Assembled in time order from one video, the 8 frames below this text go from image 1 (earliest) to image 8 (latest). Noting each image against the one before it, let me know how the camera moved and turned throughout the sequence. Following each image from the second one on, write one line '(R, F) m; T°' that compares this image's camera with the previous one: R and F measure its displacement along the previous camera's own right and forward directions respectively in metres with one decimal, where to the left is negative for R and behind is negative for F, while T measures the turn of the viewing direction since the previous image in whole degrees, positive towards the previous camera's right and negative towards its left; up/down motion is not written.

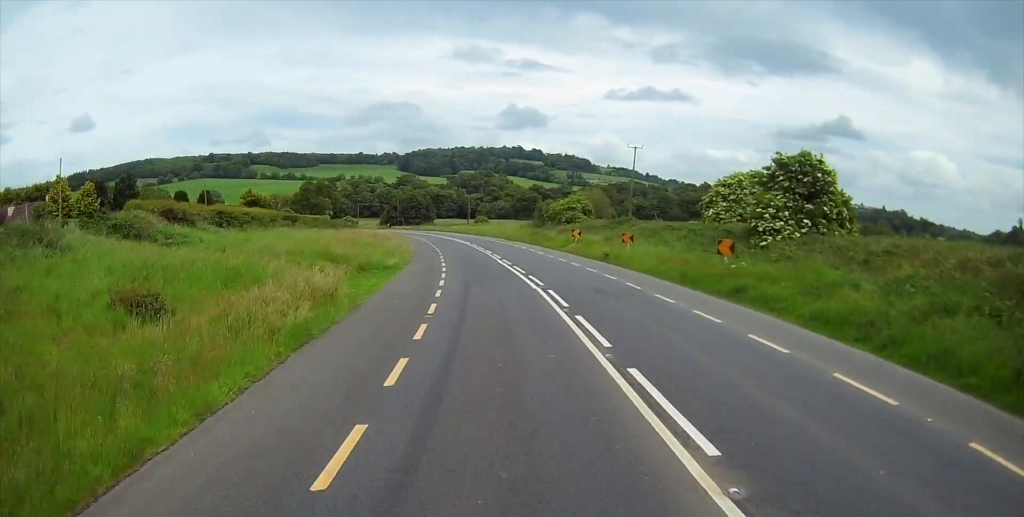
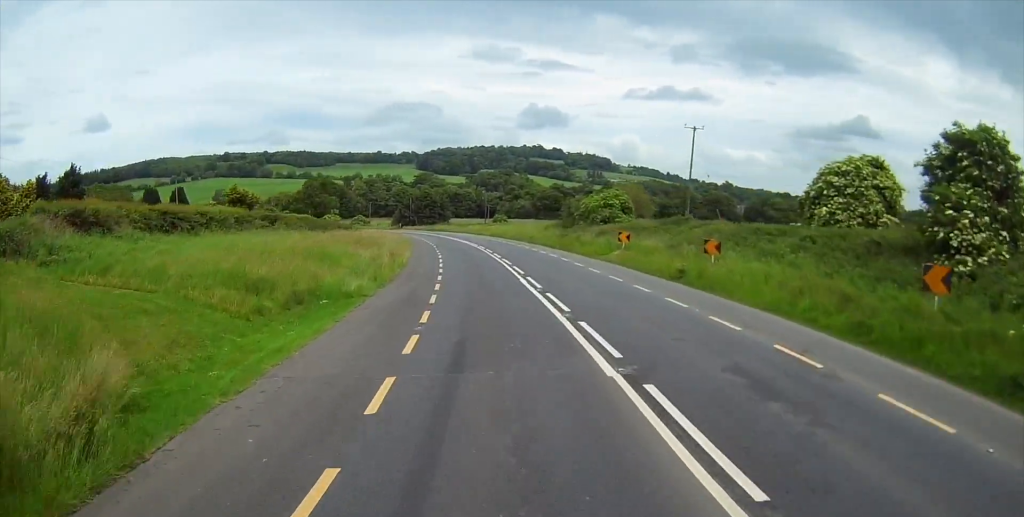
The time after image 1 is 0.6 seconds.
(-0.2, +13.3) m; -1°
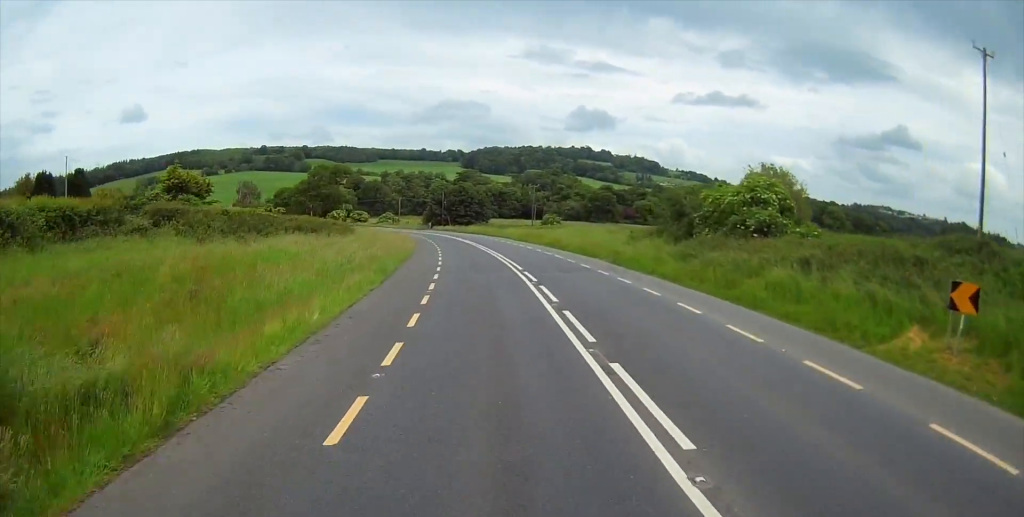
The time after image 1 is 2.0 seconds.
(-0.5, +29.2) m; -3°
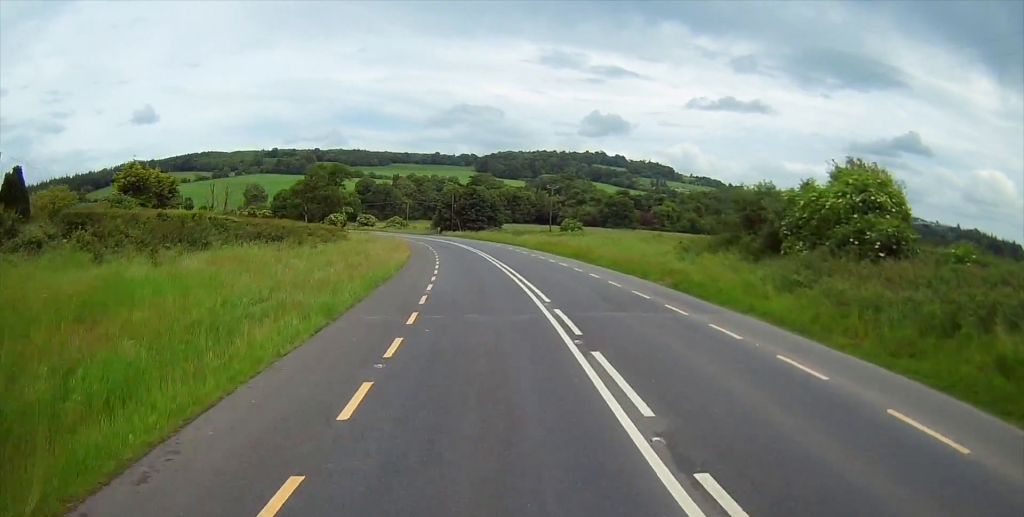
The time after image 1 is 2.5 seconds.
(-0.1, +10.9) m; -2°
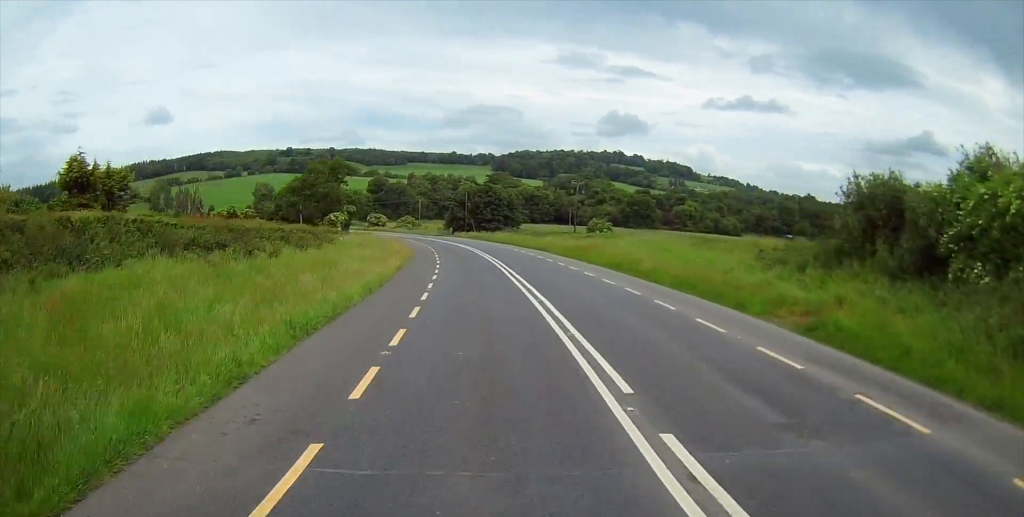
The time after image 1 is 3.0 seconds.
(-0.3, +11.0) m; -2°
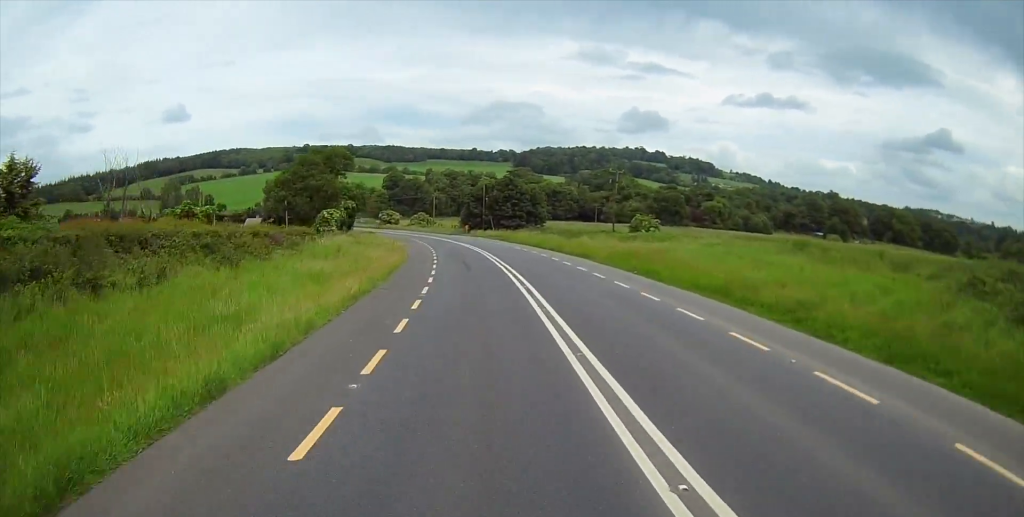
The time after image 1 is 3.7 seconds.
(-0.3, +14.8) m; -2°
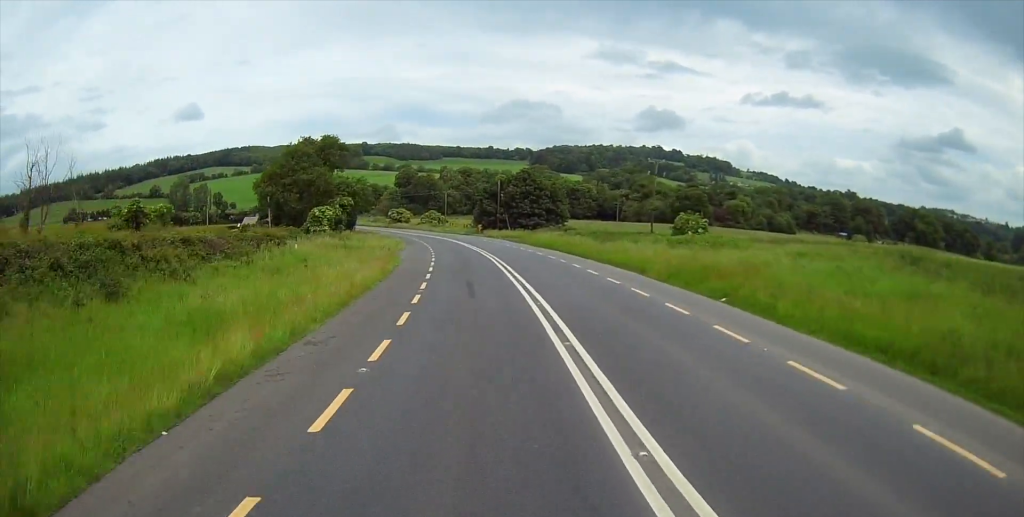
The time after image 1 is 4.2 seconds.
(-0.1, +11.2) m; -1°
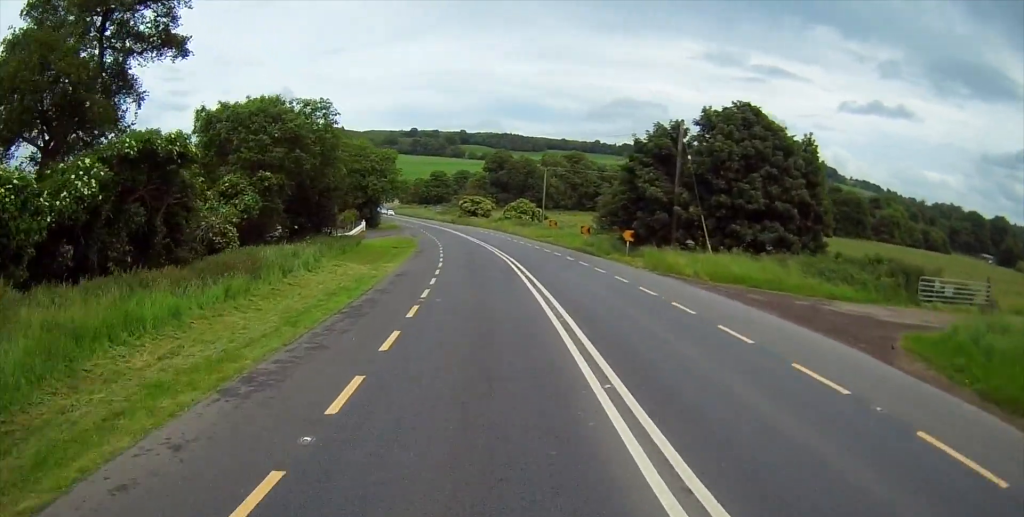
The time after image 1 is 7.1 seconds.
(-4.4, +64.7) m; -7°
